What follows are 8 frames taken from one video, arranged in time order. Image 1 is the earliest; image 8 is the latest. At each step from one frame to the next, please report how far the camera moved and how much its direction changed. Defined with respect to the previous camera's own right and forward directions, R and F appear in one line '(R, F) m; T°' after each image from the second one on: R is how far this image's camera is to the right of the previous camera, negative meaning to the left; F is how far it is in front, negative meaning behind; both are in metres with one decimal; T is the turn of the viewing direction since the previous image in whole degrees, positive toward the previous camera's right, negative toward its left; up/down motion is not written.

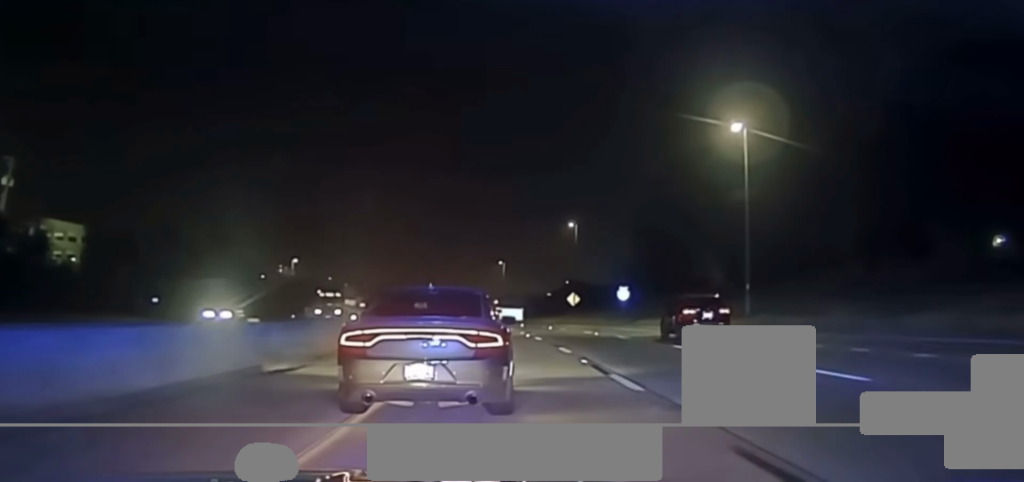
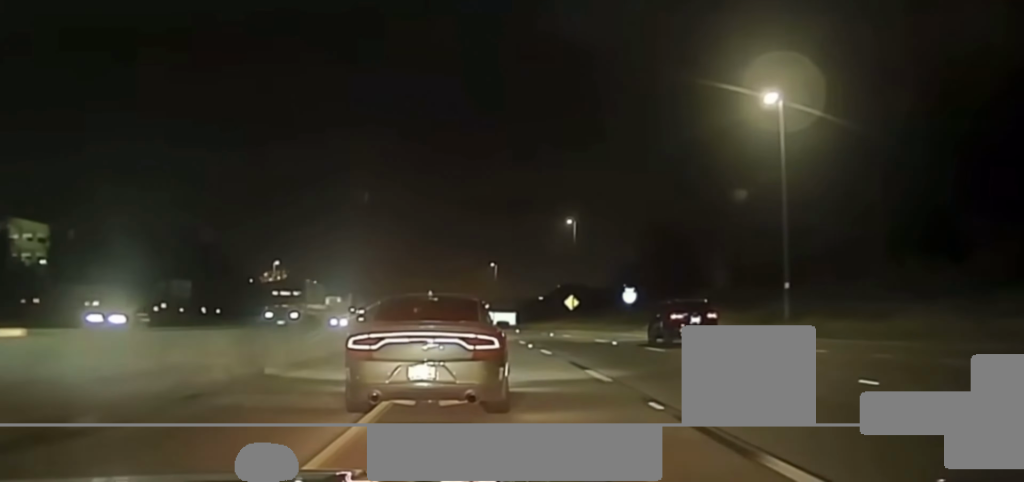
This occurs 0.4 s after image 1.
(0.0, +9.4) m; 0°
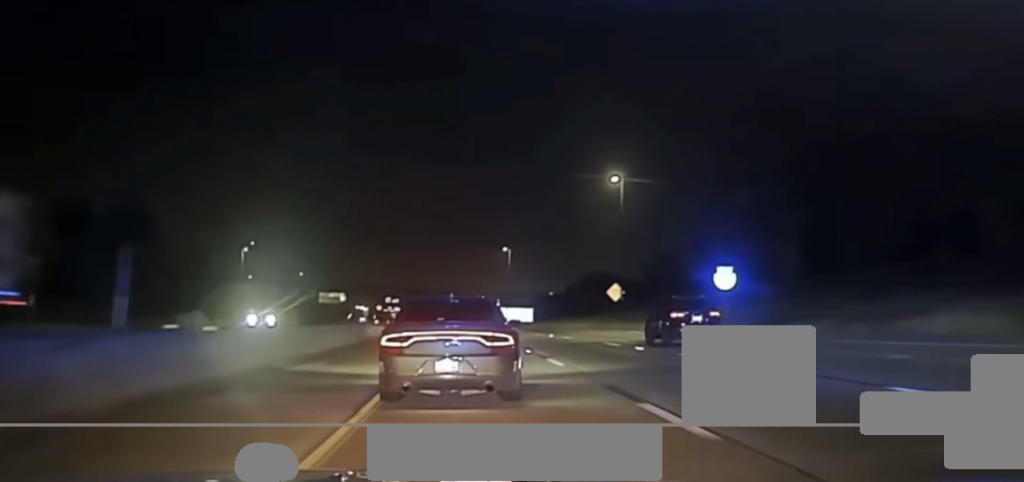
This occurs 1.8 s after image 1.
(+0.1, +31.8) m; -1°
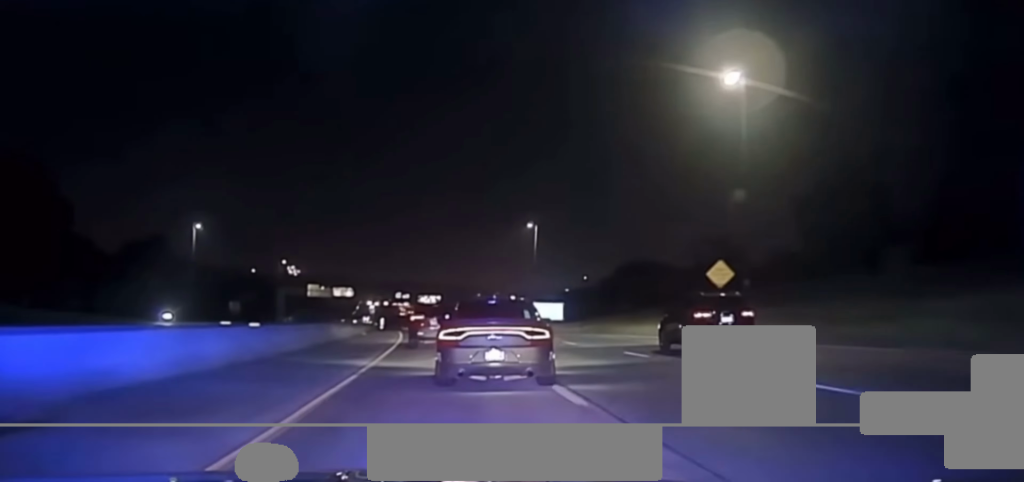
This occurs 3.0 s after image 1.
(-0.8, +37.7) m; -1°
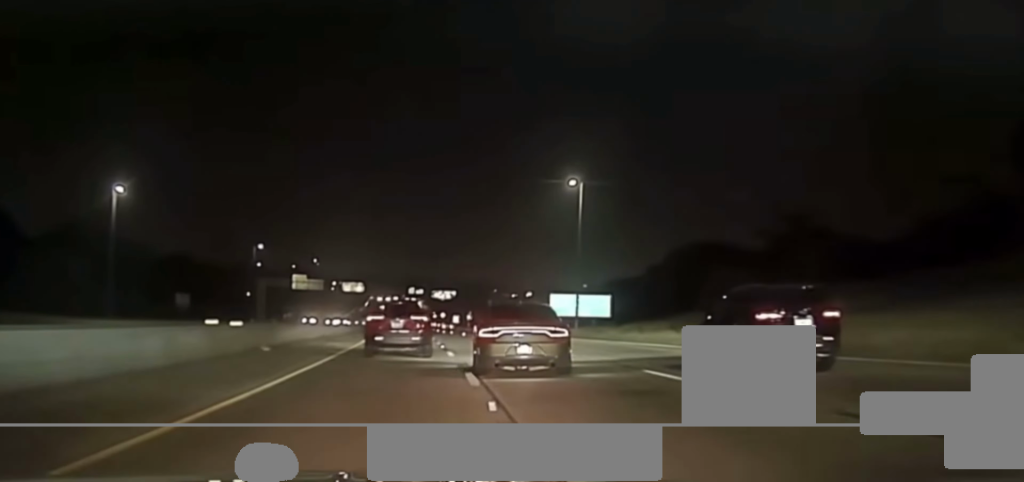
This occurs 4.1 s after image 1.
(0.0, +38.9) m; -1°
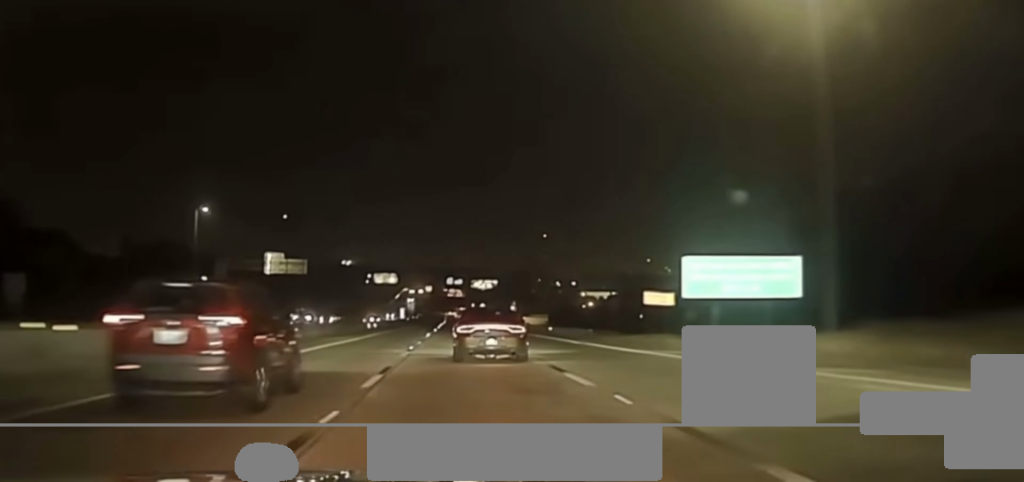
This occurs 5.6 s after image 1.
(-1.6, +53.2) m; -3°
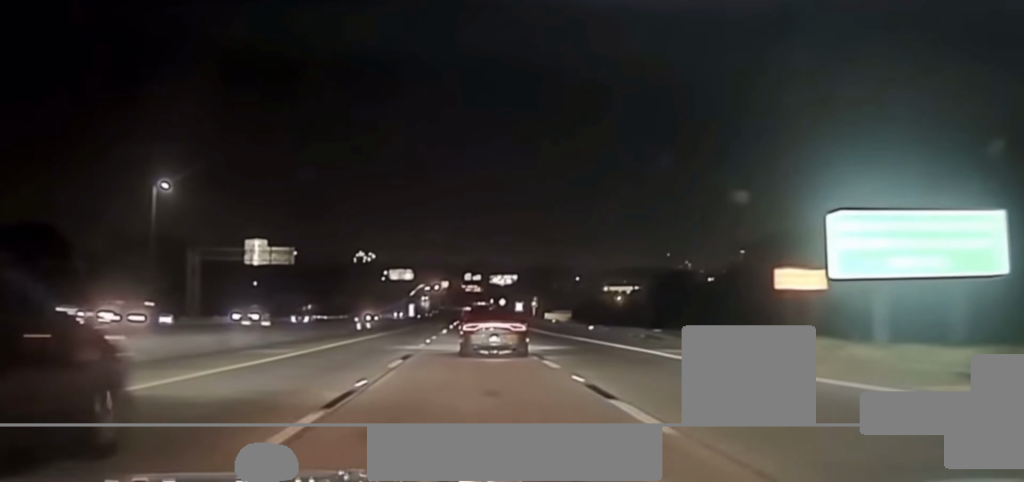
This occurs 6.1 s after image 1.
(-0.2, +17.8) m; -1°
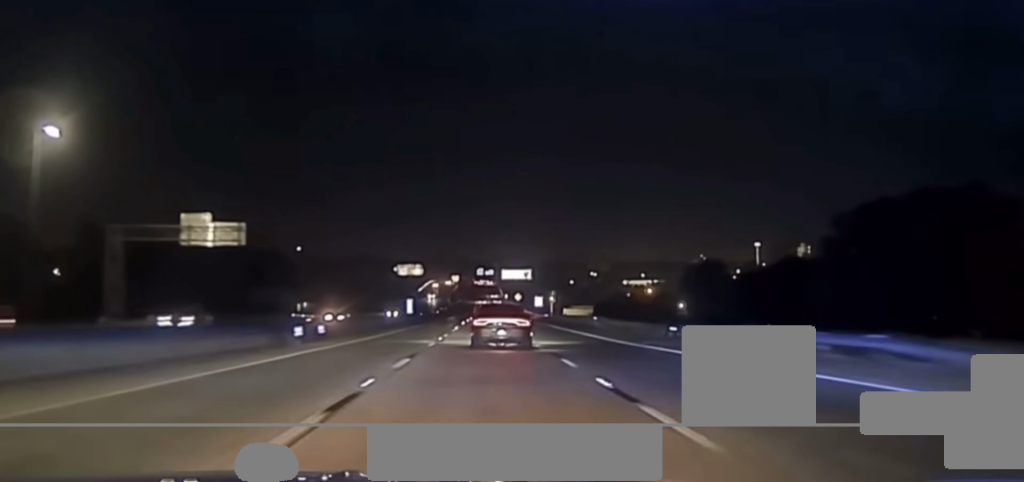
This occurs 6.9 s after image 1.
(-0.2, +23.8) m; 0°
